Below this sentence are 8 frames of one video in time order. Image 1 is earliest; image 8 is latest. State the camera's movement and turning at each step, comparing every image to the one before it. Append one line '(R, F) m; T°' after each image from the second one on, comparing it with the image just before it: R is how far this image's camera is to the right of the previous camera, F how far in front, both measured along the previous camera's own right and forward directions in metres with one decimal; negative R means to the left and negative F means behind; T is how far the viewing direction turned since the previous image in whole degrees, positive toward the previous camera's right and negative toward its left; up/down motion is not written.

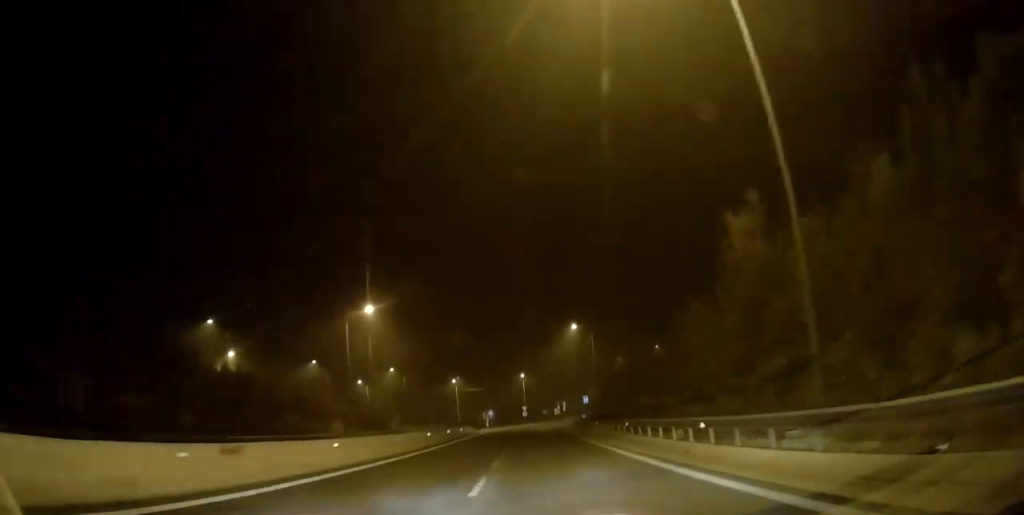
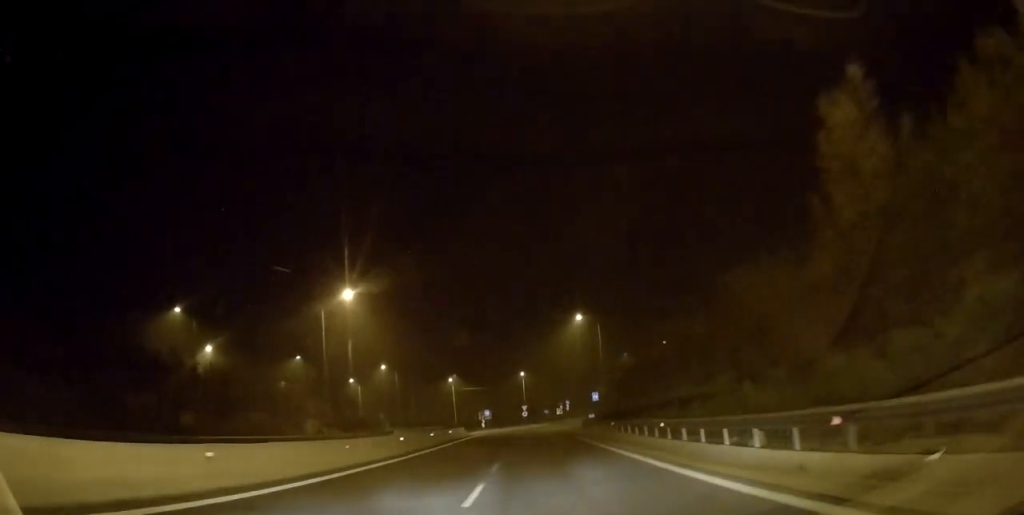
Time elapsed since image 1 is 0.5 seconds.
(+0.2, +6.9) m; 0°
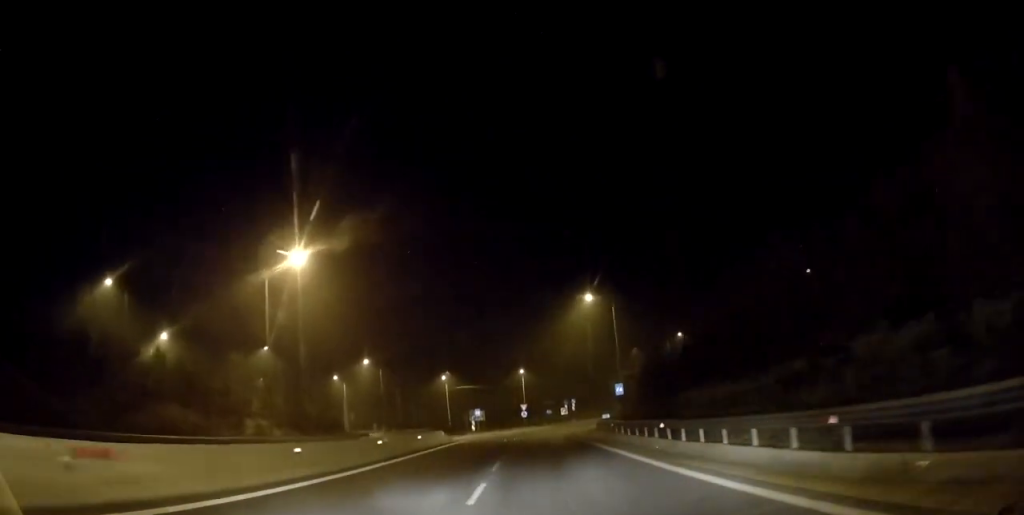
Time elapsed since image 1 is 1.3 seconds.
(+0.1, +11.9) m; 0°
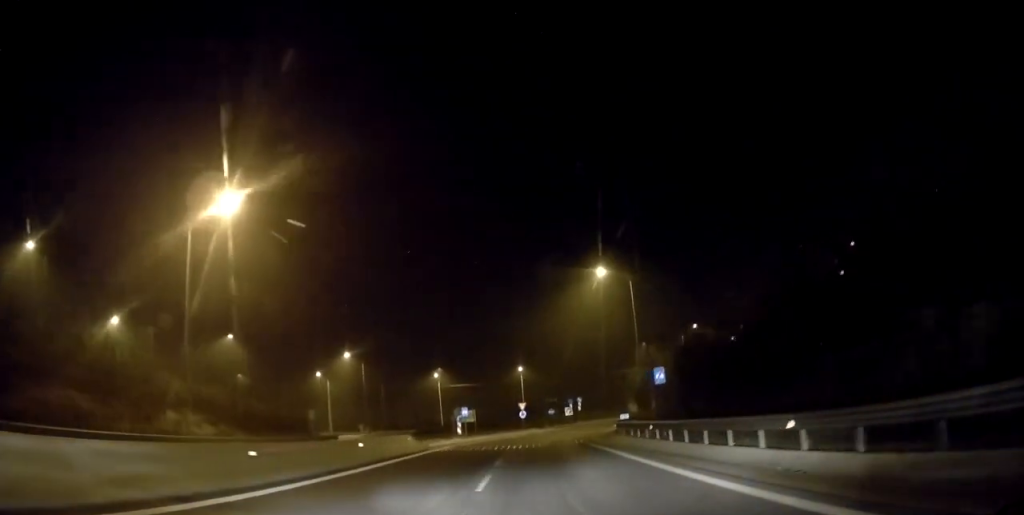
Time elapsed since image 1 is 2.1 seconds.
(-0.1, +10.2) m; -1°
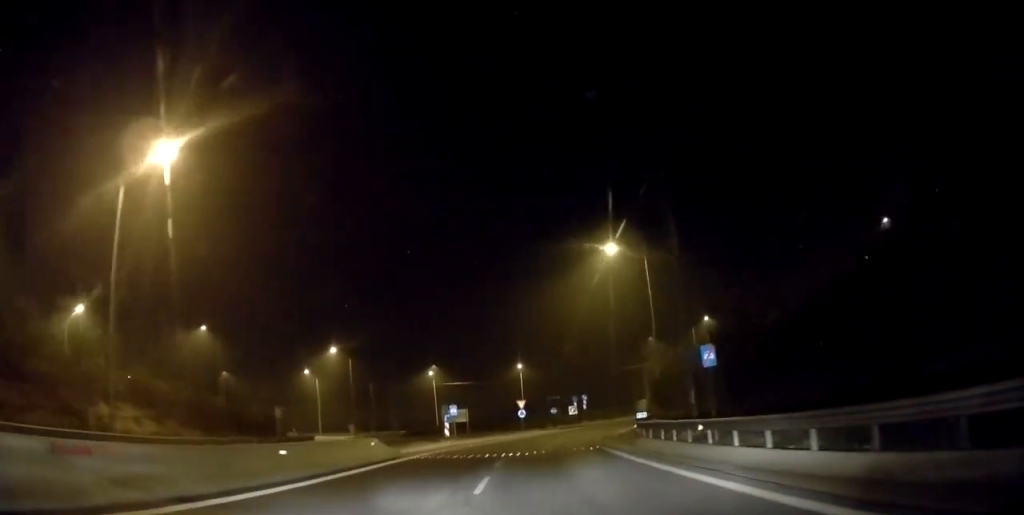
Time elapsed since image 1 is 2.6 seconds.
(-0.2, +6.1) m; +1°
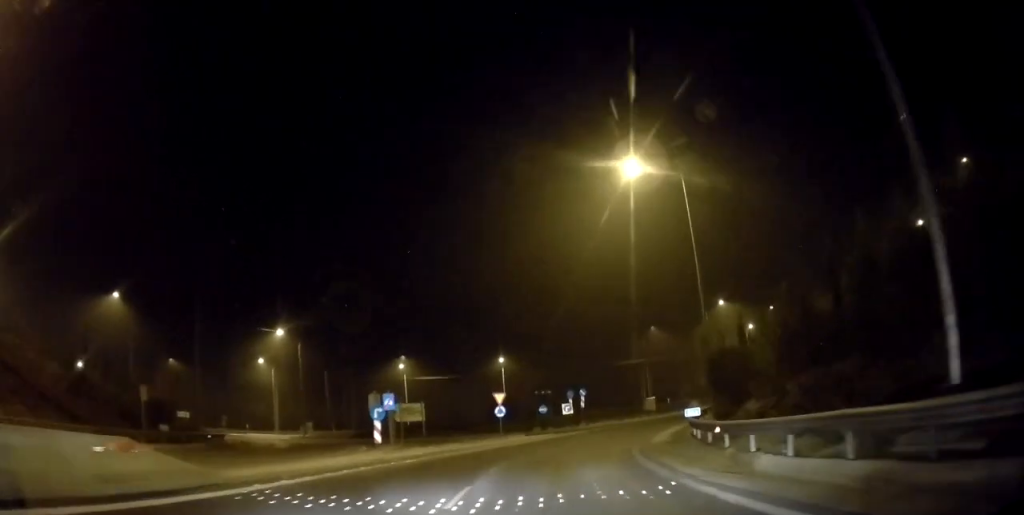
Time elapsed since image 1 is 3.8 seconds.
(+0.4, +13.8) m; +4°
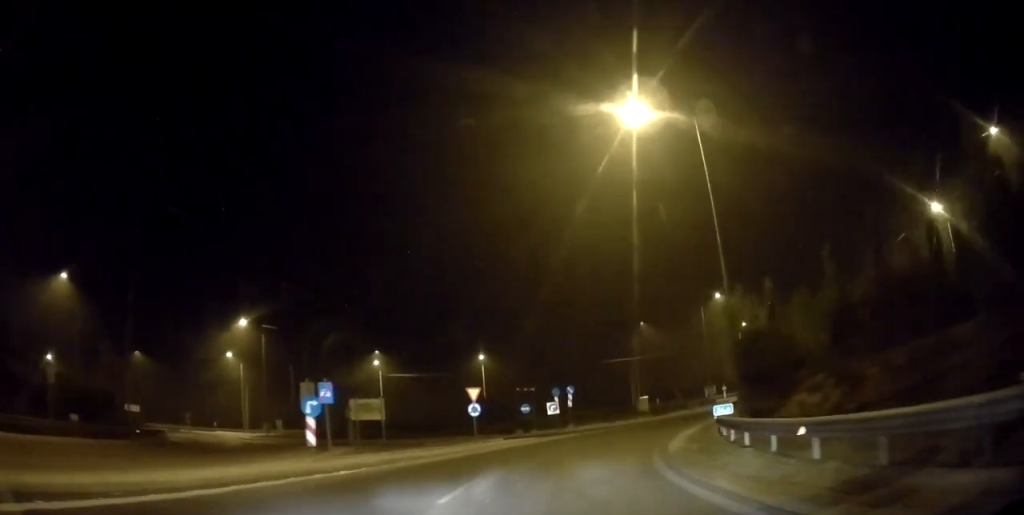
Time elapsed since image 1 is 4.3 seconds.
(+0.1, +5.3) m; +2°
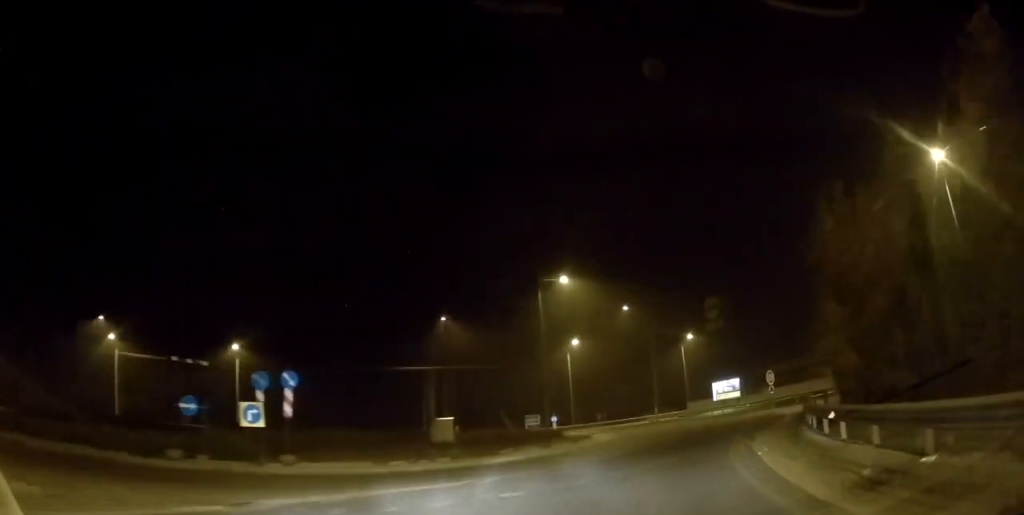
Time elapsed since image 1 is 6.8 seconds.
(+3.4, +22.6) m; +20°
